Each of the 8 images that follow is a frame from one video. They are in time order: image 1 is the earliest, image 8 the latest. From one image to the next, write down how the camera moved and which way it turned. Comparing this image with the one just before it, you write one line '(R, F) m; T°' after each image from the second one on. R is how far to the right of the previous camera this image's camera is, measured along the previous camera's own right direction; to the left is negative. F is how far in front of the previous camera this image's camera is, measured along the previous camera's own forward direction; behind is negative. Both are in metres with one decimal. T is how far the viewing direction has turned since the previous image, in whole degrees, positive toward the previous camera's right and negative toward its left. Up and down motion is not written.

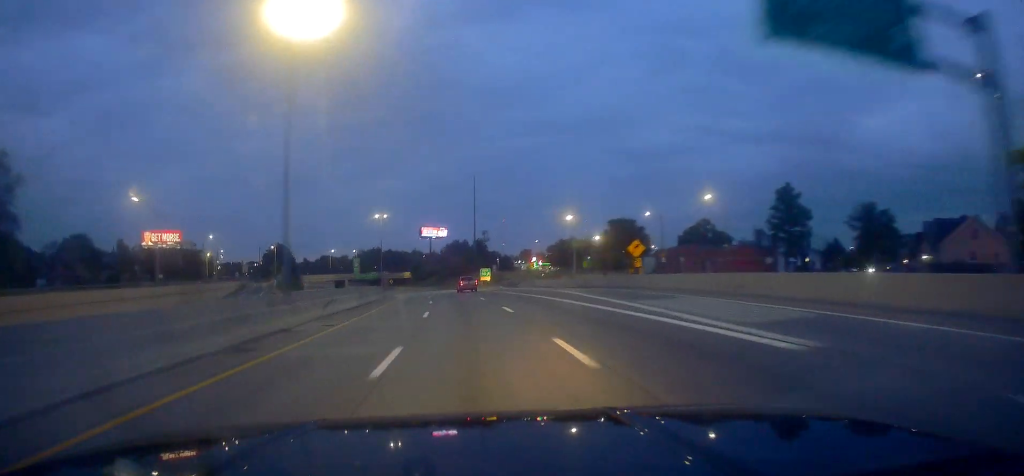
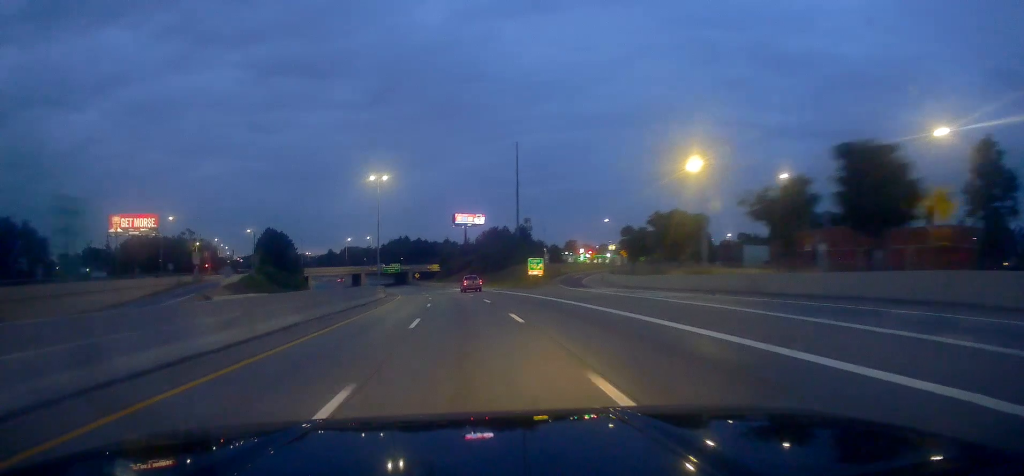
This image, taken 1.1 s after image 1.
(-0.5, +36.0) m; -4°
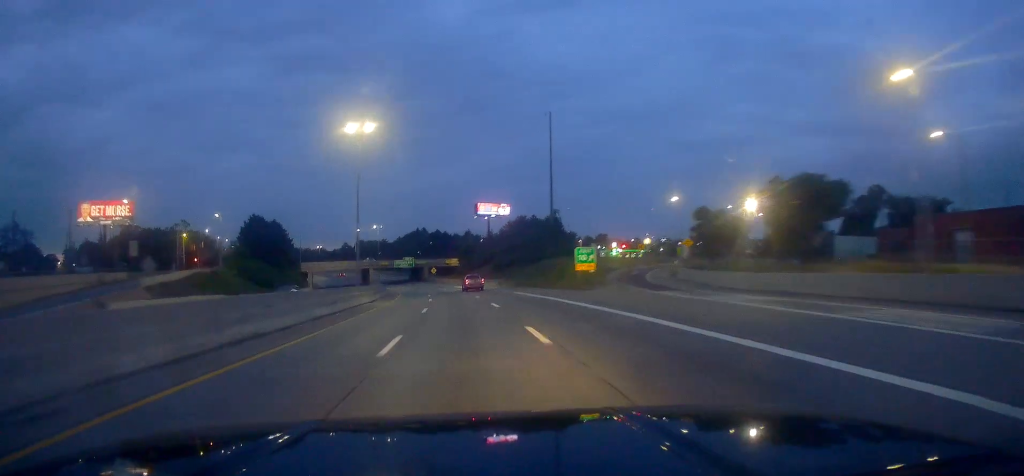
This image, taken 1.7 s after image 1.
(-0.8, +22.4) m; -3°
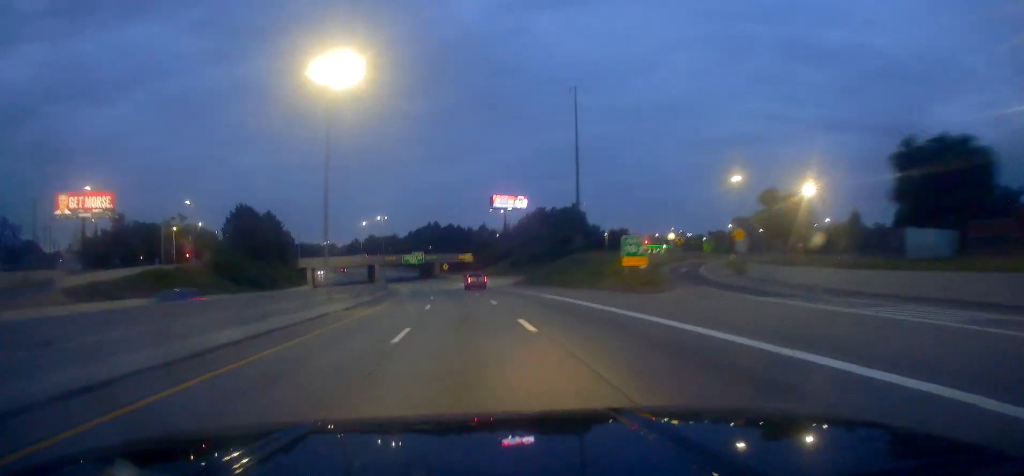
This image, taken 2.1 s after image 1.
(-0.3, +13.4) m; -2°
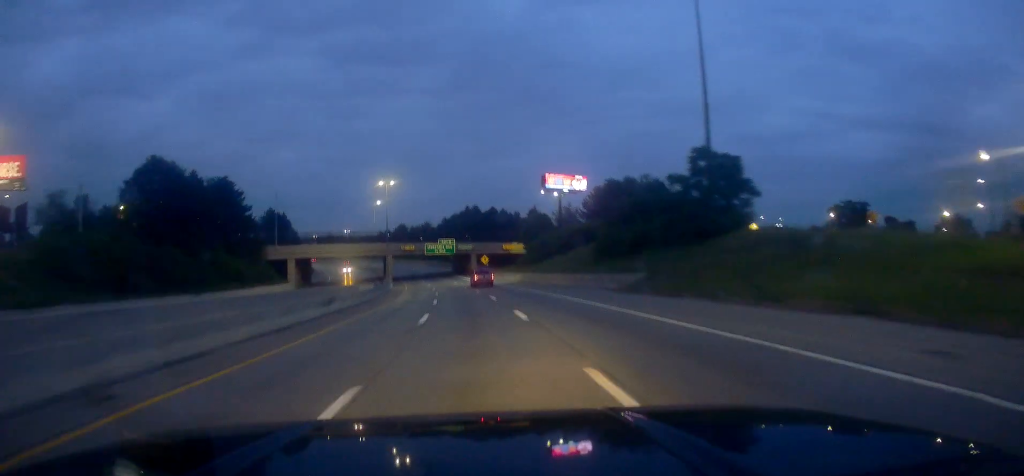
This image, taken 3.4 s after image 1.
(-1.6, +41.3) m; -4°
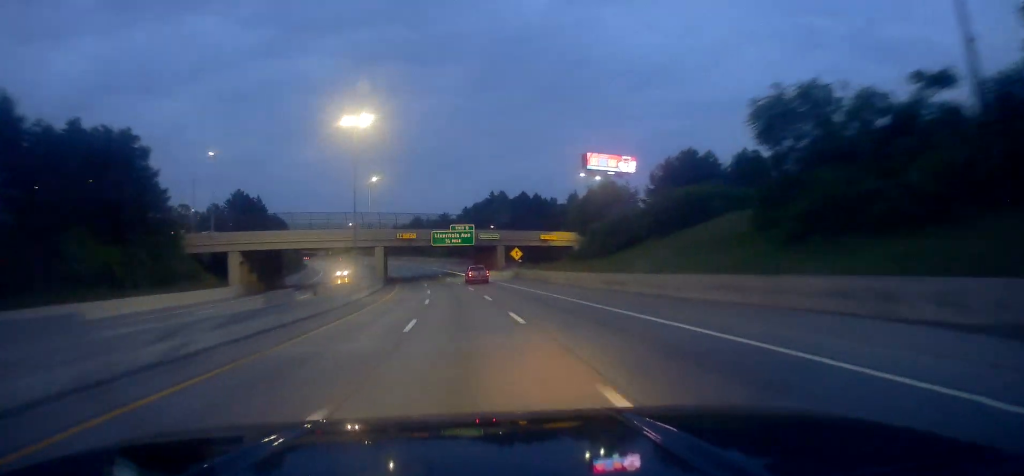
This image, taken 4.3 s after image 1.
(-1.0, +32.3) m; -4°
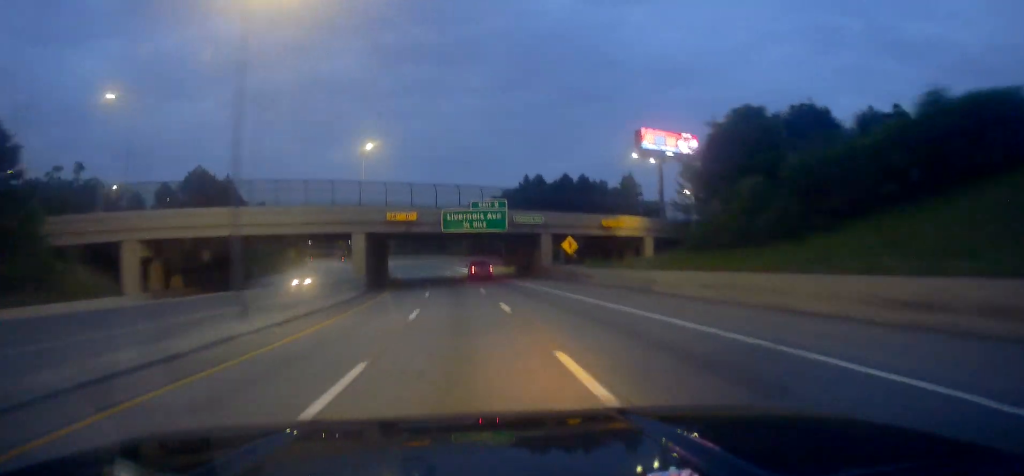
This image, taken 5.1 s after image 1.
(-0.8, +26.7) m; -2°
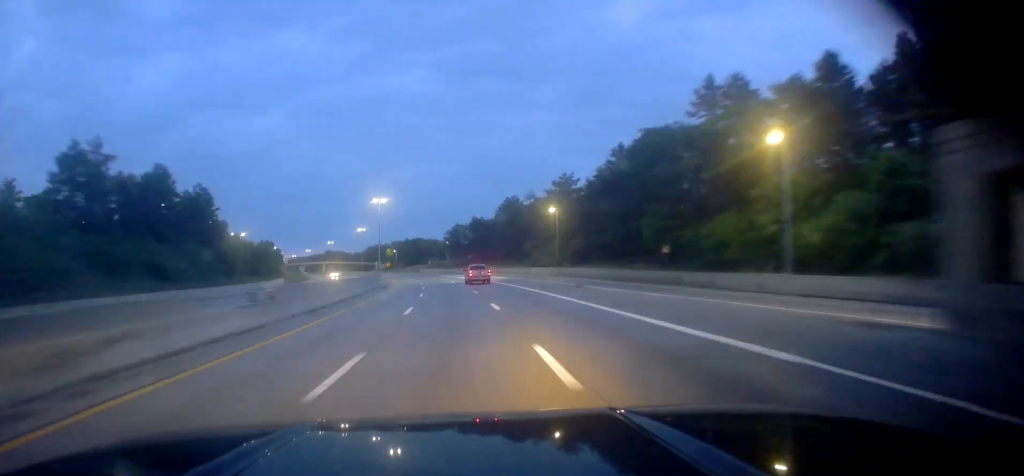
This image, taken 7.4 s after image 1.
(-3.5, +75.5) m; -6°
